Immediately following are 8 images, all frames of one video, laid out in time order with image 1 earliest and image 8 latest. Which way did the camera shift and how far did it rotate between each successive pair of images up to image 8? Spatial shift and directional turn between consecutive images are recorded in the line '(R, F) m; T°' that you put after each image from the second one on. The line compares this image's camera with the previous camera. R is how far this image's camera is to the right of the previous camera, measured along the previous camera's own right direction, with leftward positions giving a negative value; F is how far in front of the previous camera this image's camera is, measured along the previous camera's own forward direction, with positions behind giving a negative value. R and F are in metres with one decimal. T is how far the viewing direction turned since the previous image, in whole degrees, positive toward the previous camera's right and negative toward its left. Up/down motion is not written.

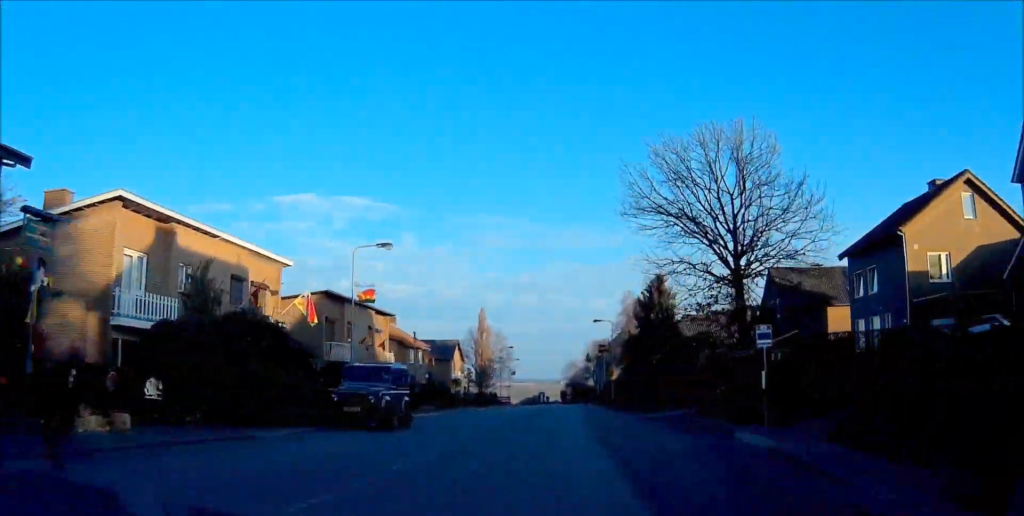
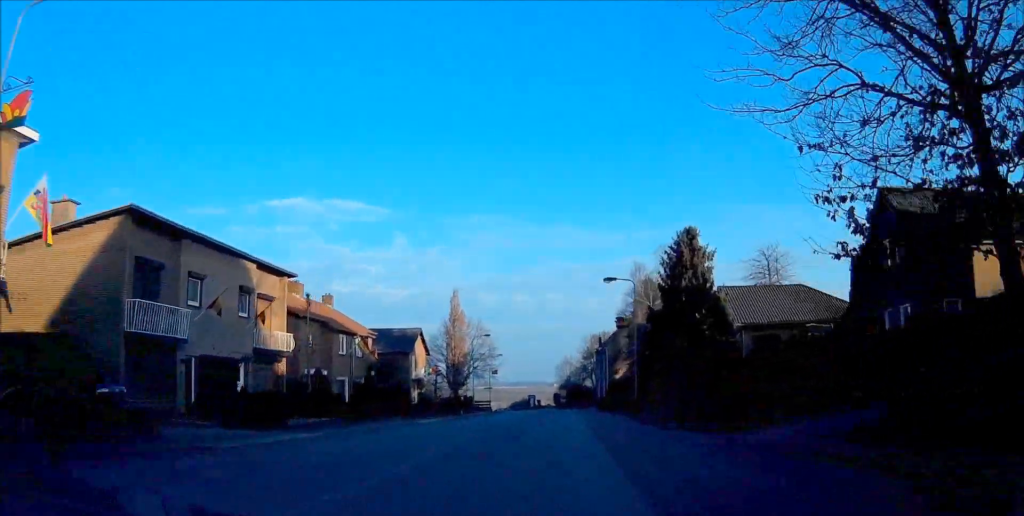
(+0.1, +19.7) m; +1°
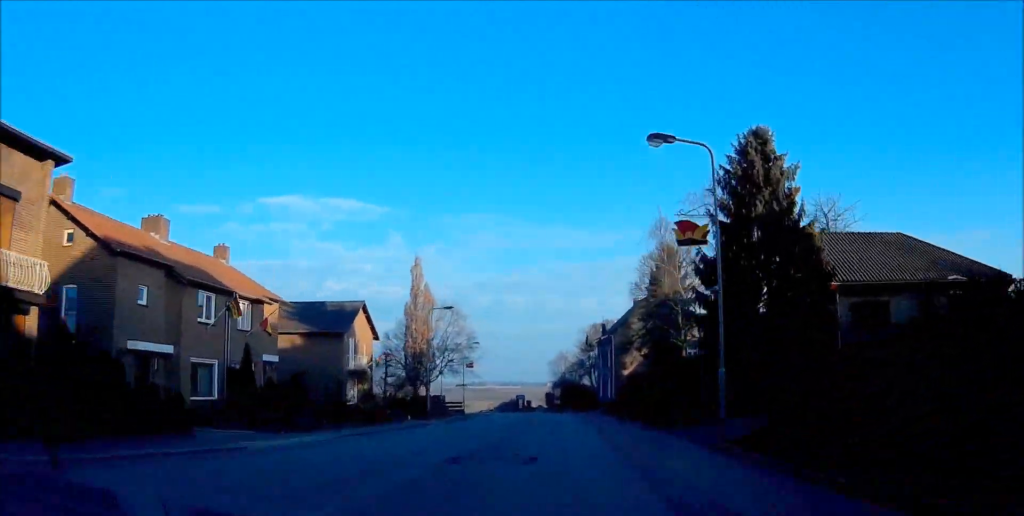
(+0.2, +18.4) m; +1°
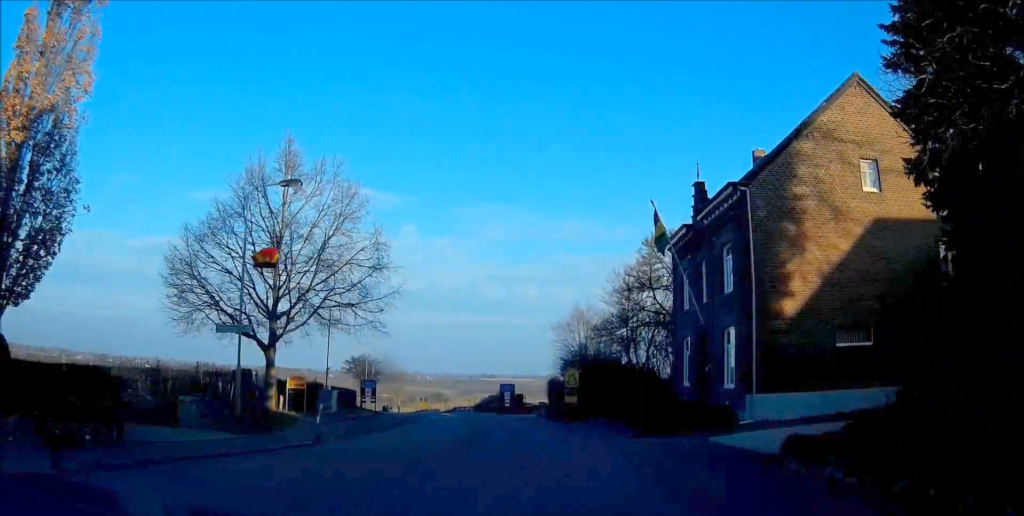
(-0.8, +48.6) m; -4°
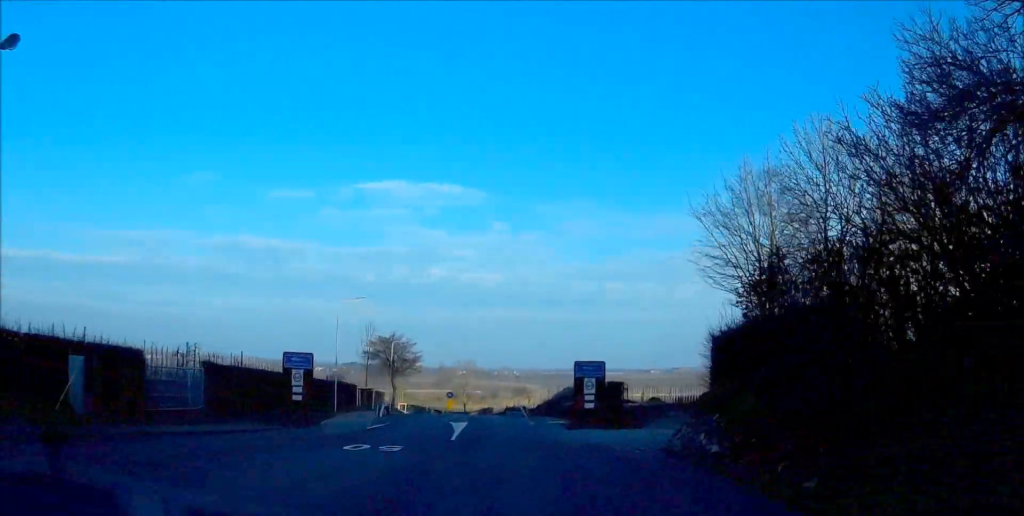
(-2.1, +35.6) m; -6°
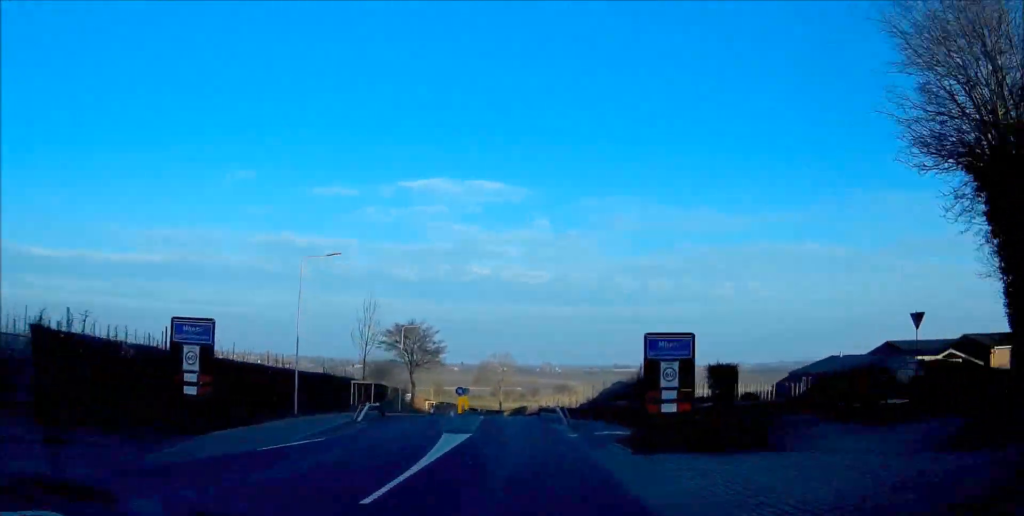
(-0.1, +13.5) m; -2°
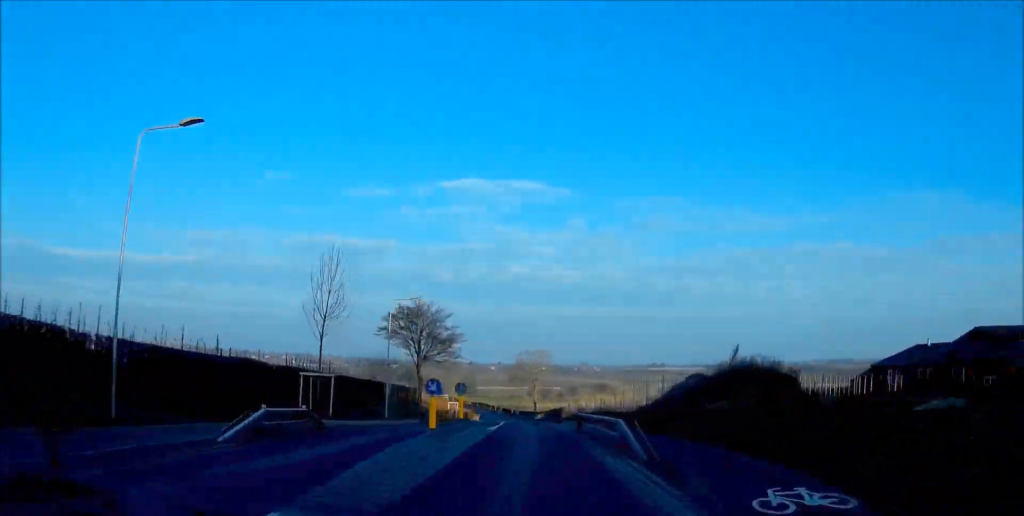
(-0.5, +17.1) m; -2°
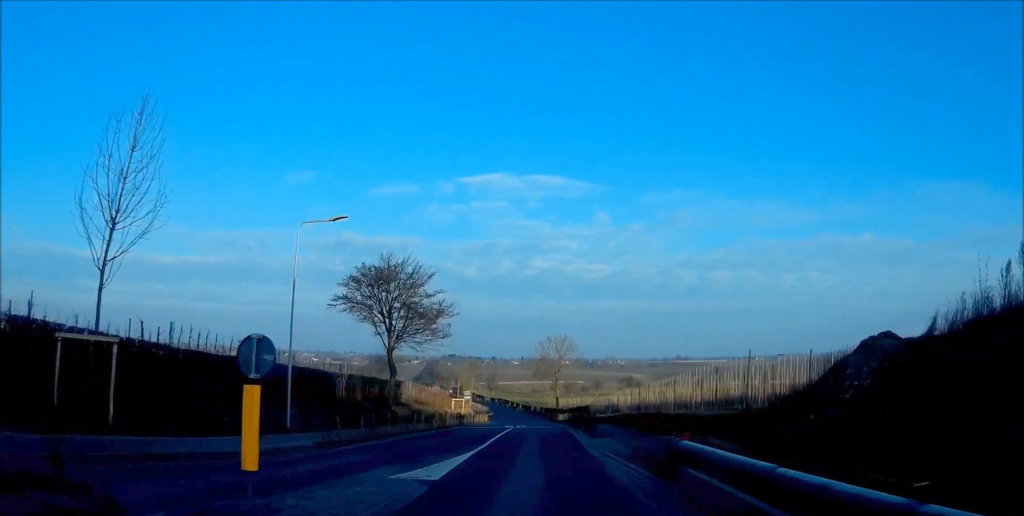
(-0.3, +19.5) m; -2°
